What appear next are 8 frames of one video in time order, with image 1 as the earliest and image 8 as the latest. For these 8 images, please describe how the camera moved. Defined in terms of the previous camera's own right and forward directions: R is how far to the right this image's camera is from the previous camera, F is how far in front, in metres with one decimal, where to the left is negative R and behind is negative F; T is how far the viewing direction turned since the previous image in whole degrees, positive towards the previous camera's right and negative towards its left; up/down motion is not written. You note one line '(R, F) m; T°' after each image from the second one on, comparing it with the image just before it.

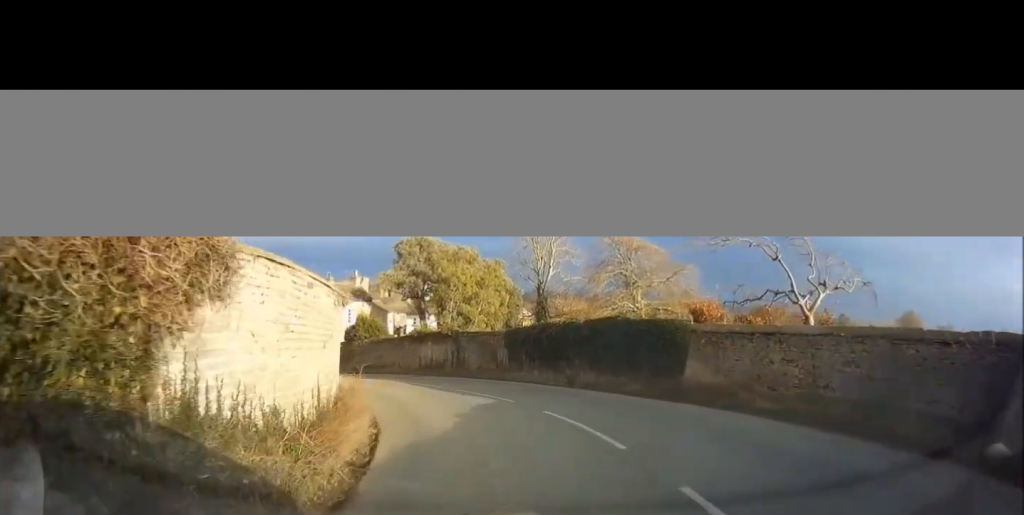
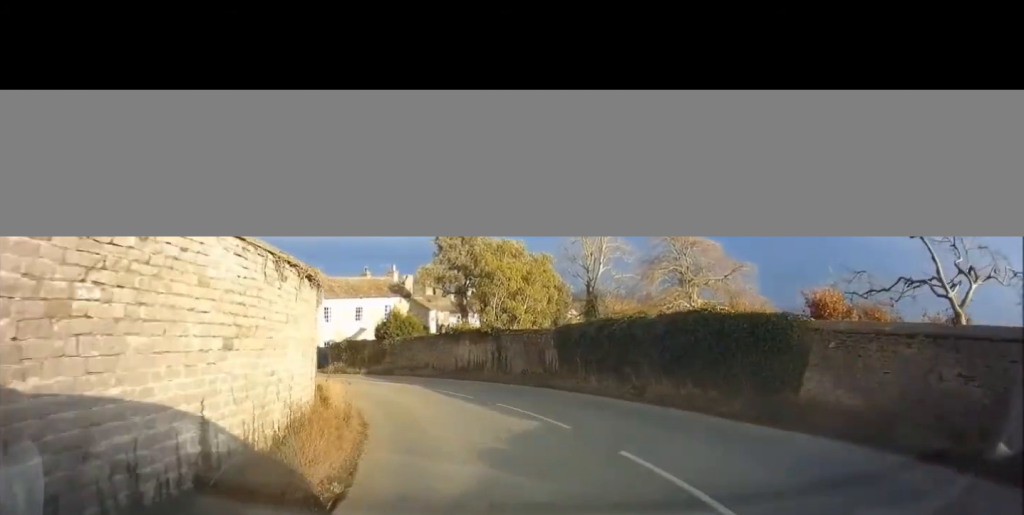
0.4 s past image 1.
(-0.3, +4.1) m; -5°
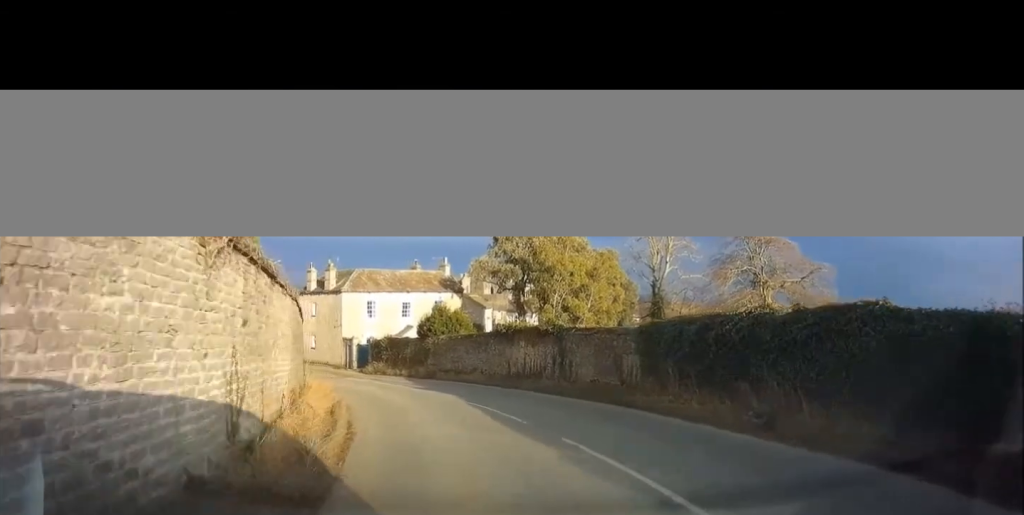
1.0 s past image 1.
(-0.3, +5.1) m; -7°
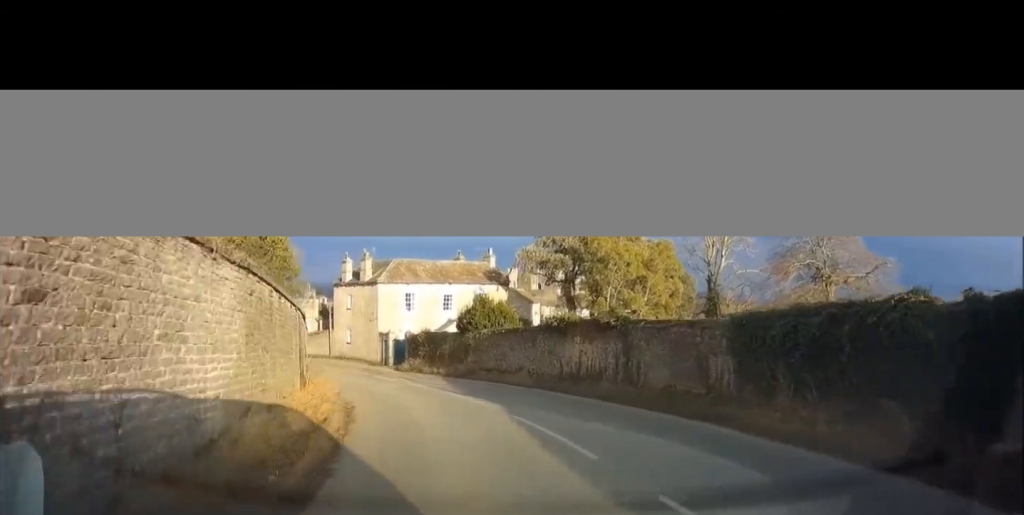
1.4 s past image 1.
(-0.2, +3.4) m; -5°
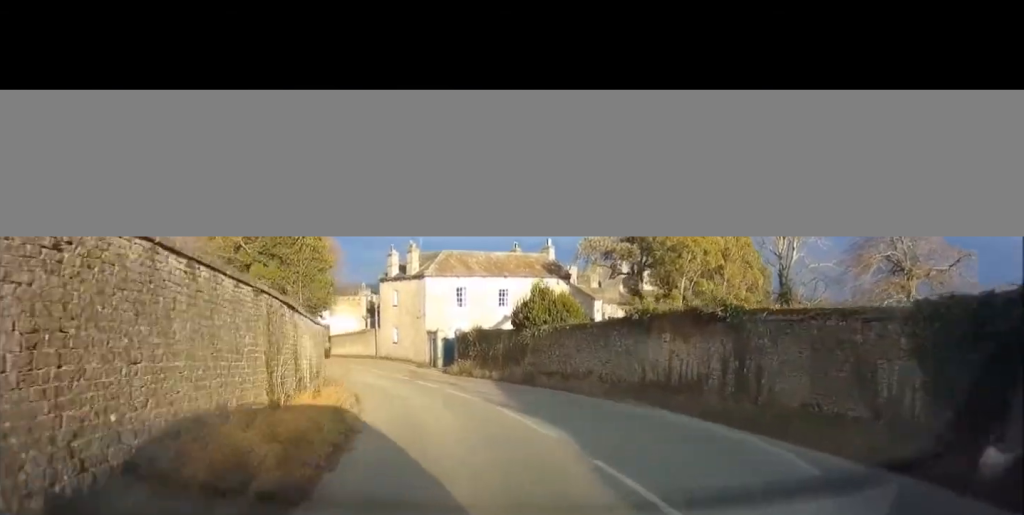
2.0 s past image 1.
(-0.1, +4.1) m; -6°
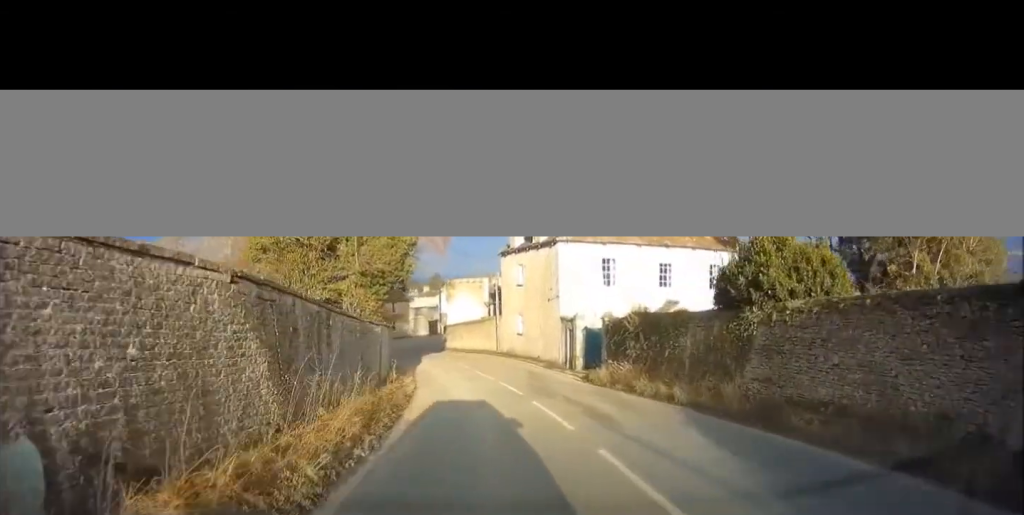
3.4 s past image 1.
(-1.6, +10.9) m; -14°
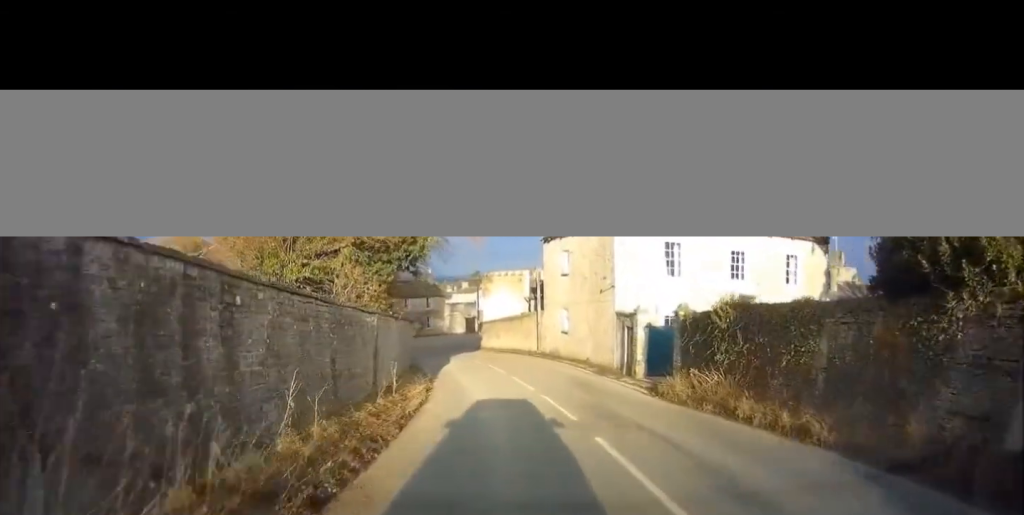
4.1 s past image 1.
(-0.2, +5.1) m; -5°
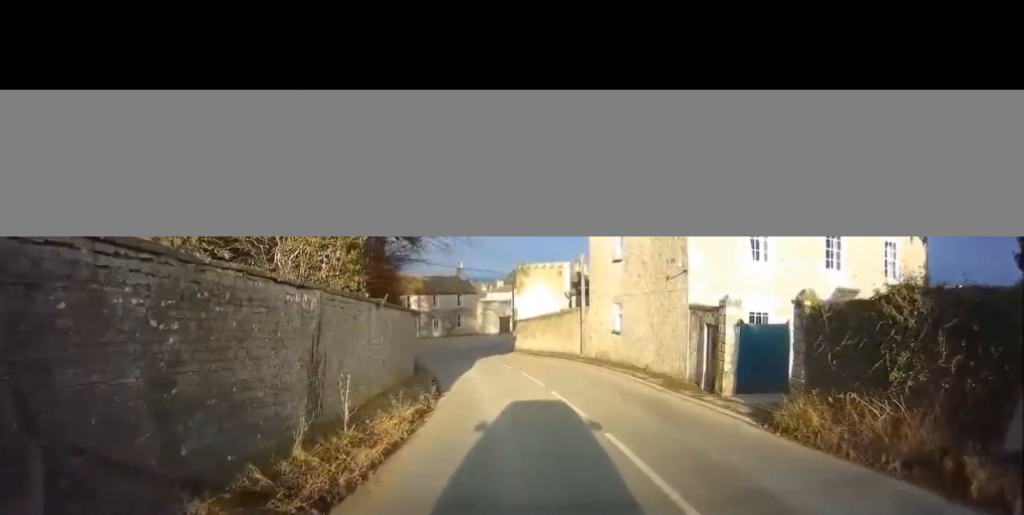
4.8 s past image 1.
(-0.3, +5.7) m; -3°
